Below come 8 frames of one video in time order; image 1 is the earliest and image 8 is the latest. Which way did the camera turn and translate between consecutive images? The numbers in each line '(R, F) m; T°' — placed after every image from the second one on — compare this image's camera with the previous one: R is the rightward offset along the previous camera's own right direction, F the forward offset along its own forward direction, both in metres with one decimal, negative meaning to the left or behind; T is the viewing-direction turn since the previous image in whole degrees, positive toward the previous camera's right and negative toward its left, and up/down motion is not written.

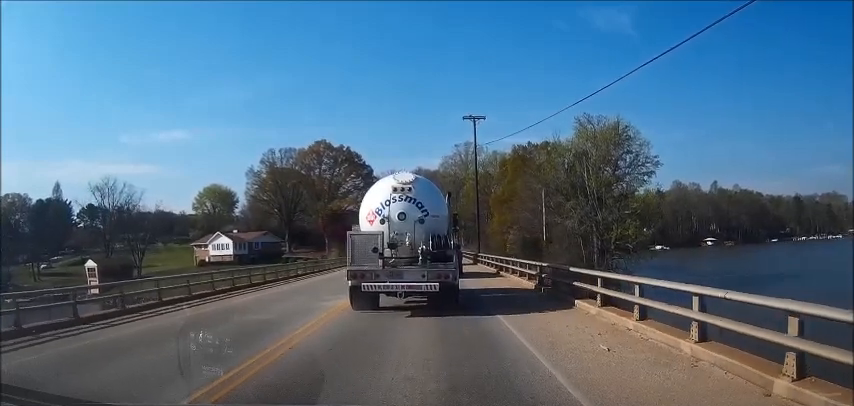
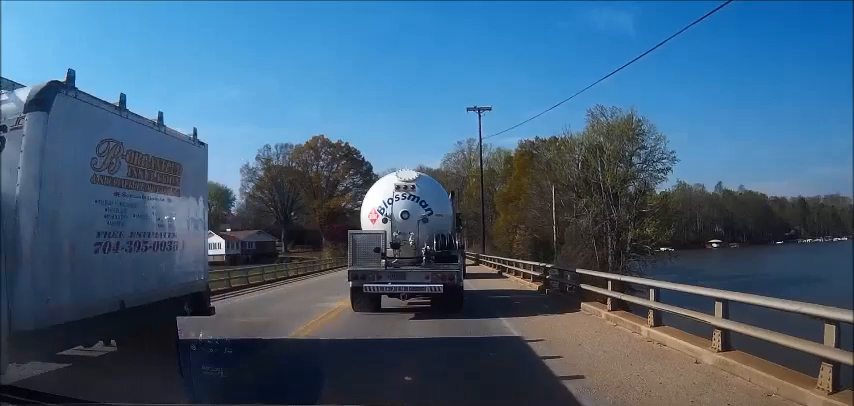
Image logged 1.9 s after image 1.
(0.0, +5.6) m; -2°
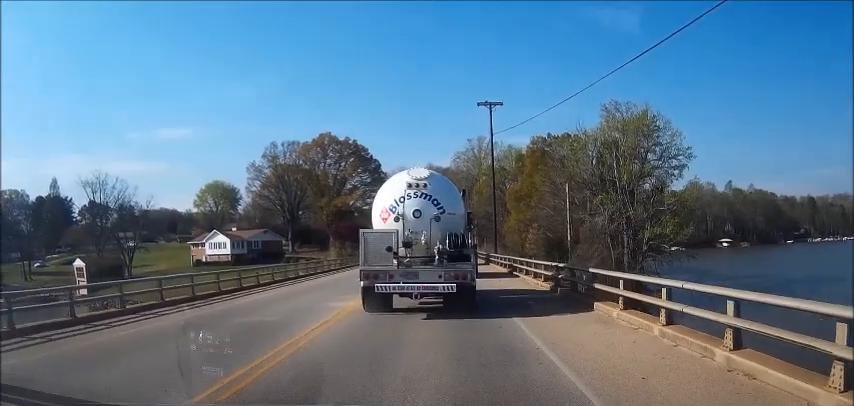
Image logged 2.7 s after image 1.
(-0.1, +2.5) m; -2°
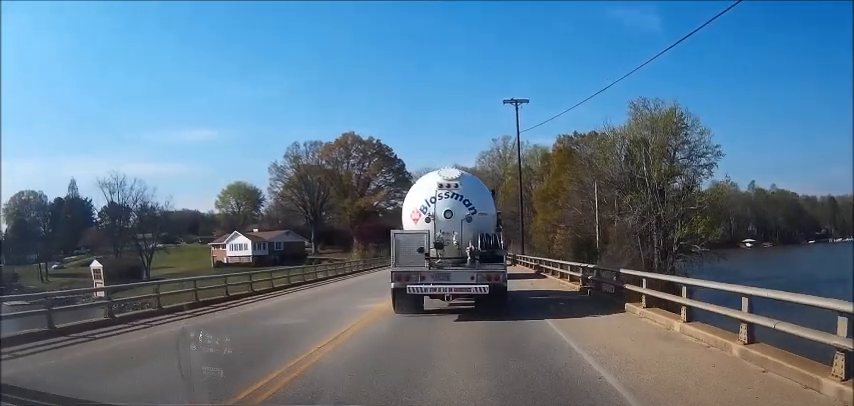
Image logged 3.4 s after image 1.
(0.0, +2.0) m; 0°
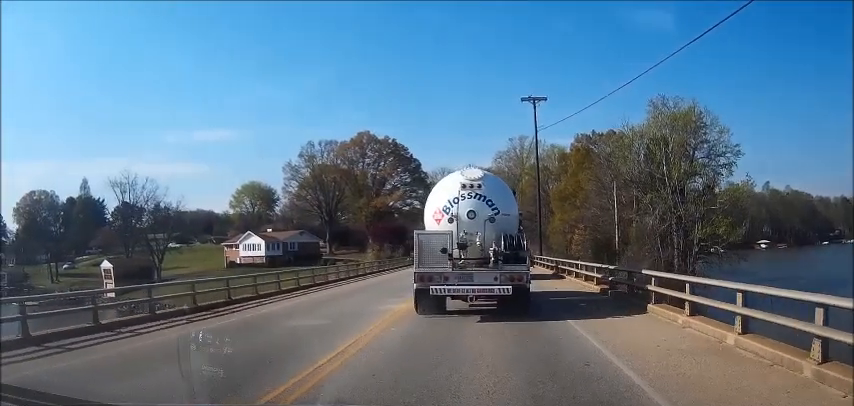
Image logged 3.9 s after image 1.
(0.0, +1.5) m; 0°
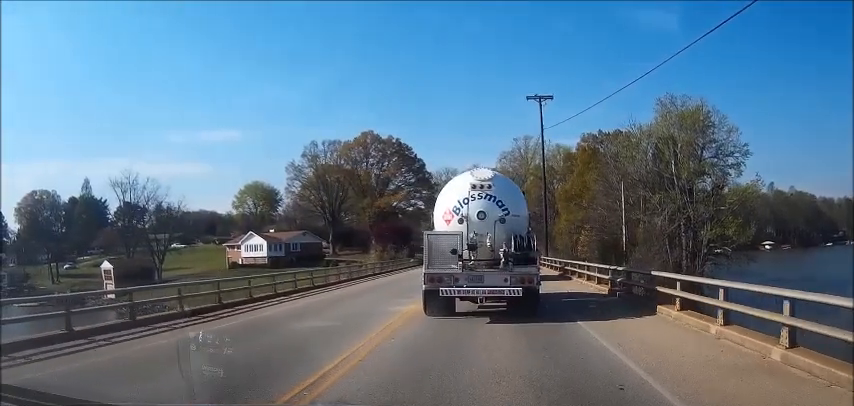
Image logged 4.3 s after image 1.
(0.0, +1.3) m; 0°
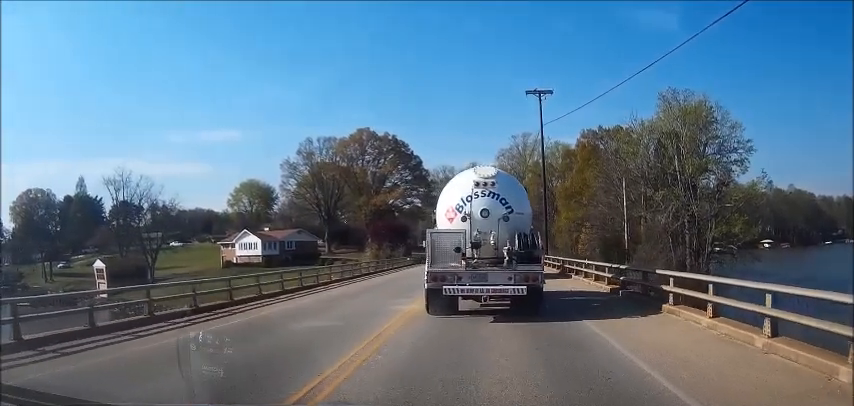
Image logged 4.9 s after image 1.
(0.0, +1.7) m; +1°
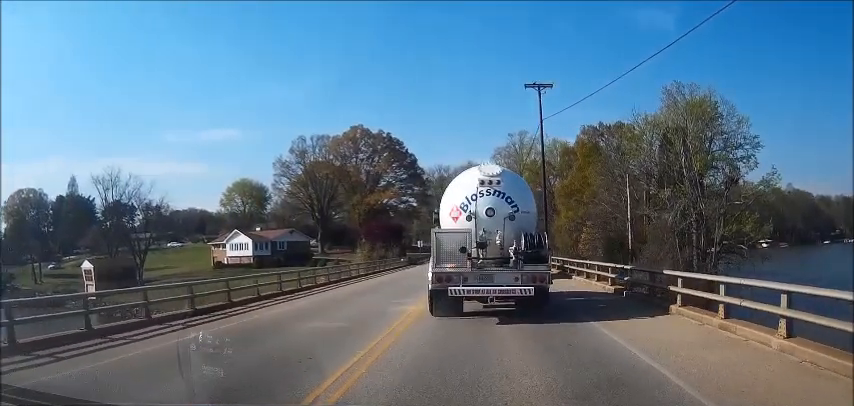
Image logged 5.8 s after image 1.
(0.0, +2.7) m; +2°
